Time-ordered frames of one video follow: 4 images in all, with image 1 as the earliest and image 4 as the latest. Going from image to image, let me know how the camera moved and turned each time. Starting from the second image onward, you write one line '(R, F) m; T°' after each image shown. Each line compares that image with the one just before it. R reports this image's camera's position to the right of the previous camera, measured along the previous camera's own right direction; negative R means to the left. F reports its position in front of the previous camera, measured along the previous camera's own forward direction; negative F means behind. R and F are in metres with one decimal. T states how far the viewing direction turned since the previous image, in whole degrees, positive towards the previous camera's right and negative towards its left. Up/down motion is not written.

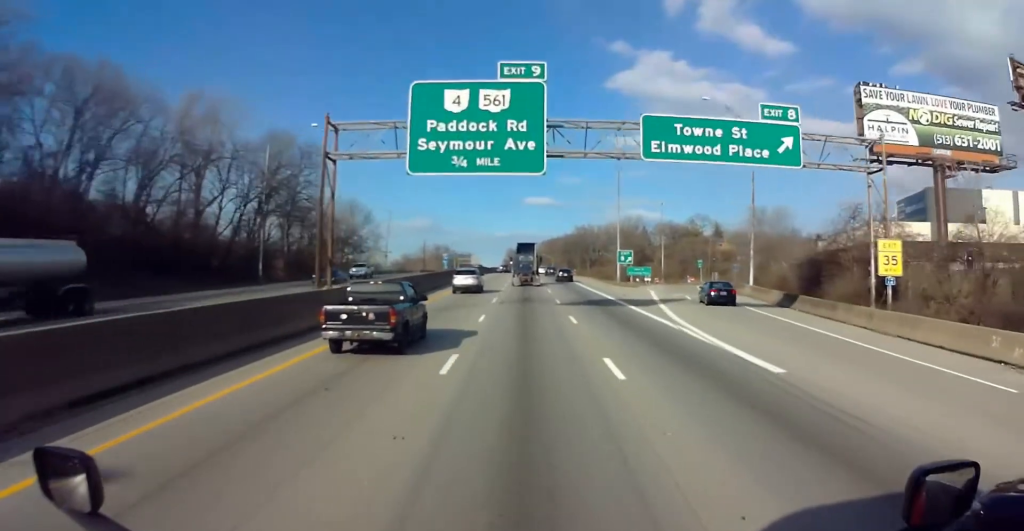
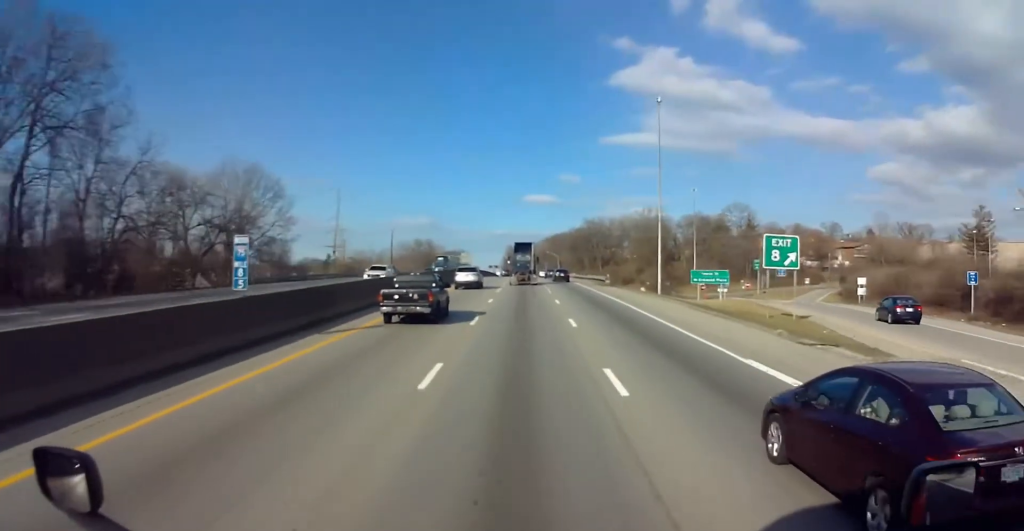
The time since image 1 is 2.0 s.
(-0.5, +49.9) m; 0°
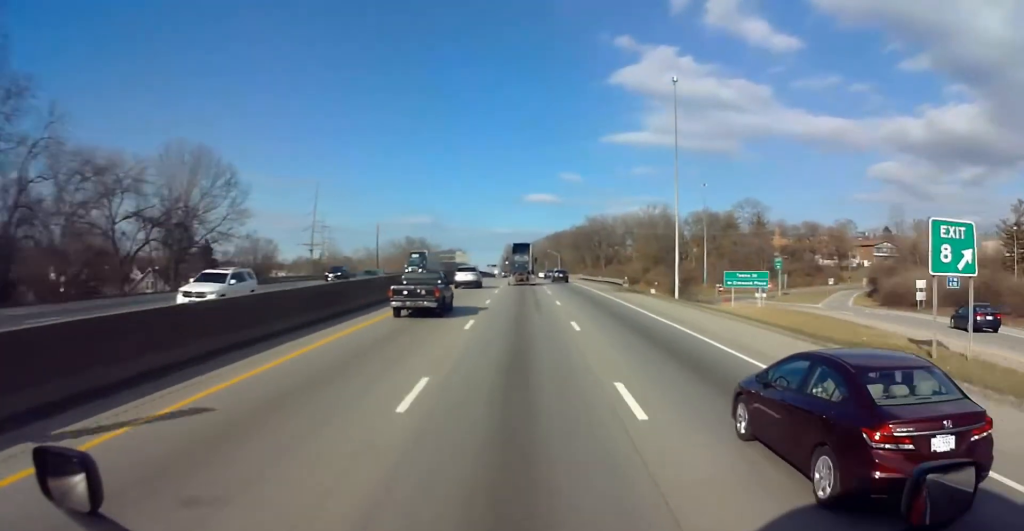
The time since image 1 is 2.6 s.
(+0.1, +13.9) m; 0°
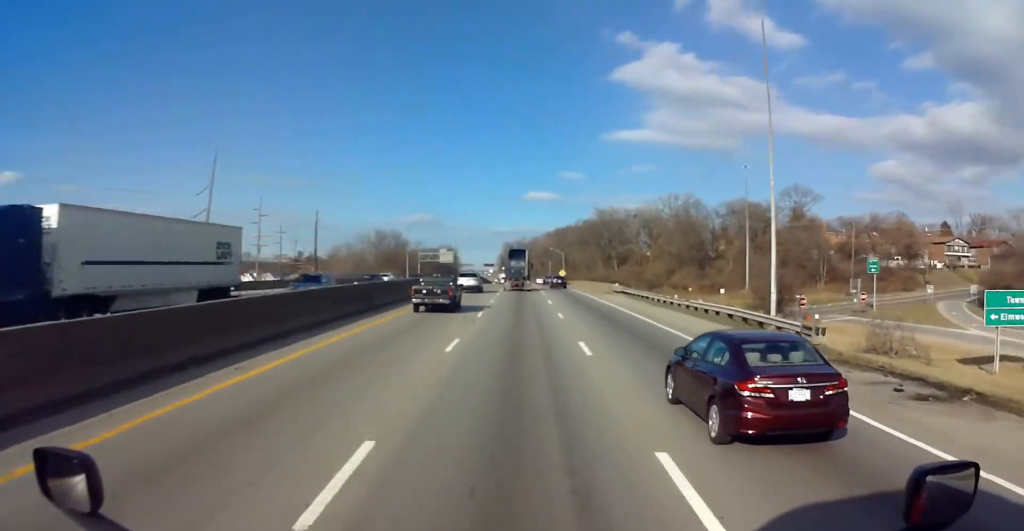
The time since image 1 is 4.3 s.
(+0.3, +41.2) m; 0°
